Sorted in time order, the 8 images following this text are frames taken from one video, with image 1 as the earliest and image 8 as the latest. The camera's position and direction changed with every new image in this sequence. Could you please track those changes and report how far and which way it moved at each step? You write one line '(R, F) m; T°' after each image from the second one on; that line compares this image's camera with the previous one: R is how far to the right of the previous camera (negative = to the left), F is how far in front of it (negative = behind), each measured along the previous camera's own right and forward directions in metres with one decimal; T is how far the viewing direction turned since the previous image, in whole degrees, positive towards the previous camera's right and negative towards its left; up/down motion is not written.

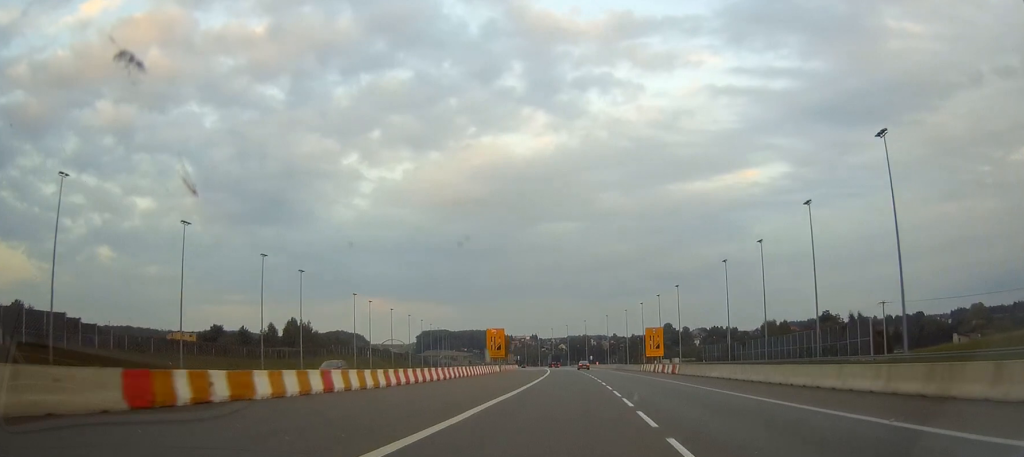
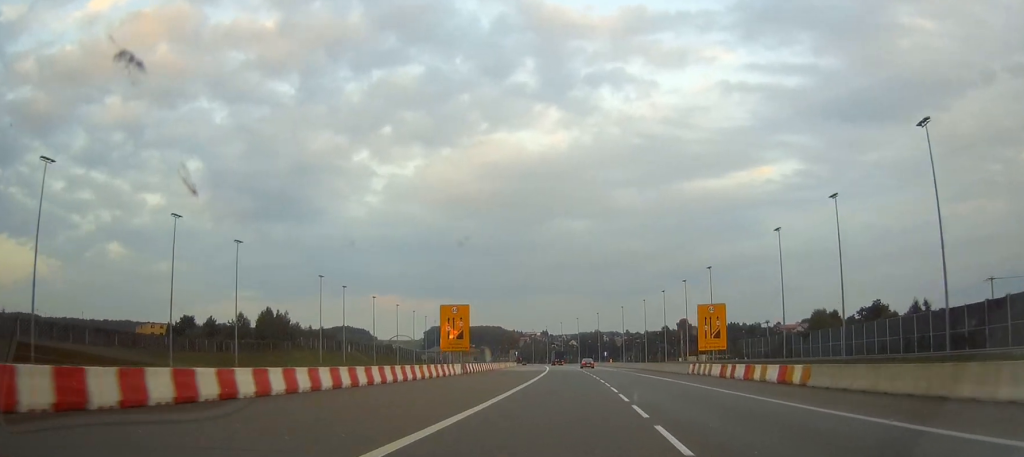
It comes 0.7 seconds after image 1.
(-0.4, +34.3) m; -1°
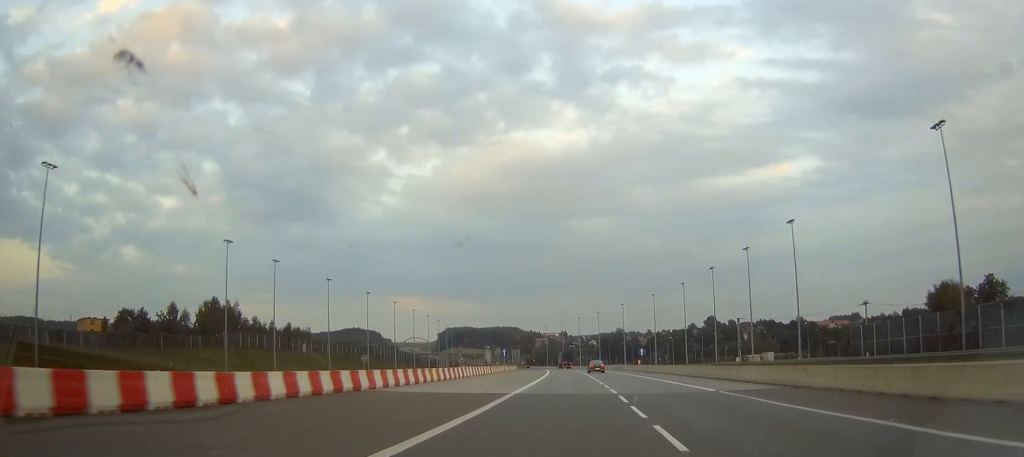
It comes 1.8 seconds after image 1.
(-0.7, +54.0) m; -1°
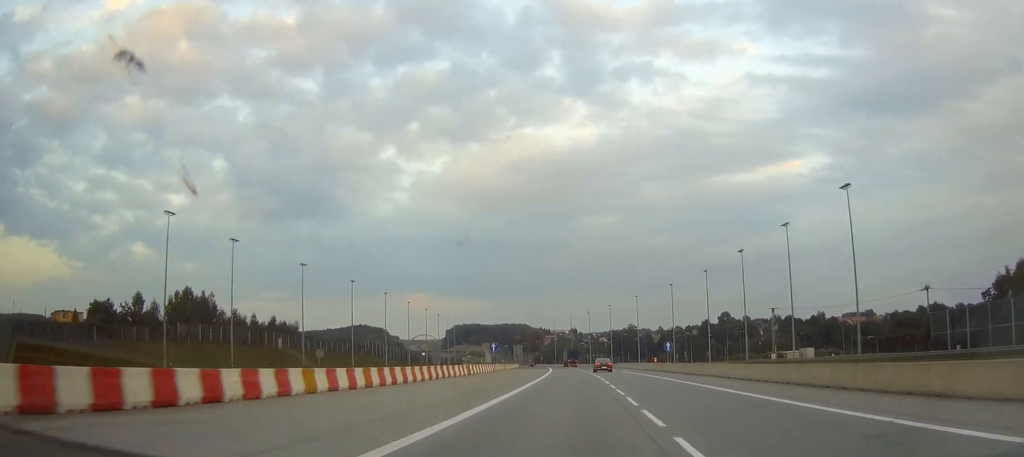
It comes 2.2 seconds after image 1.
(0.0, +21.2) m; -1°
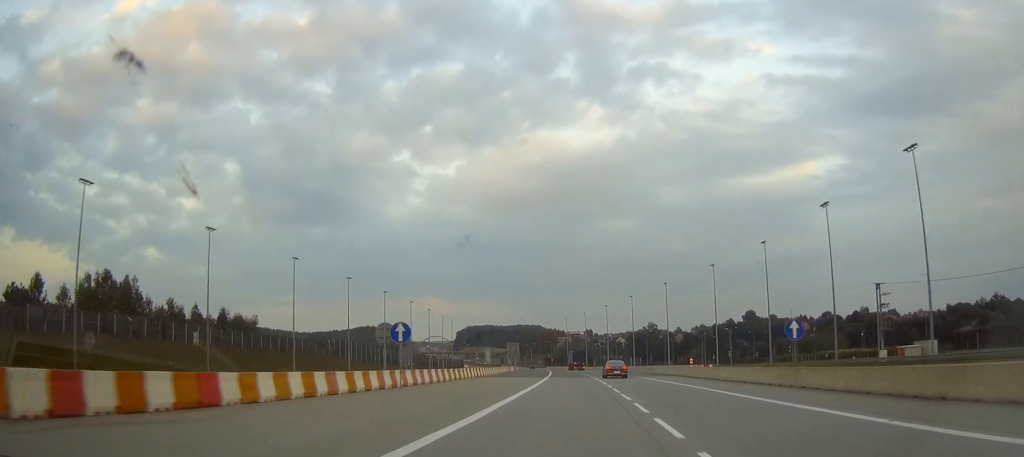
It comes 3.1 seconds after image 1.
(-0.6, +44.0) m; -2°
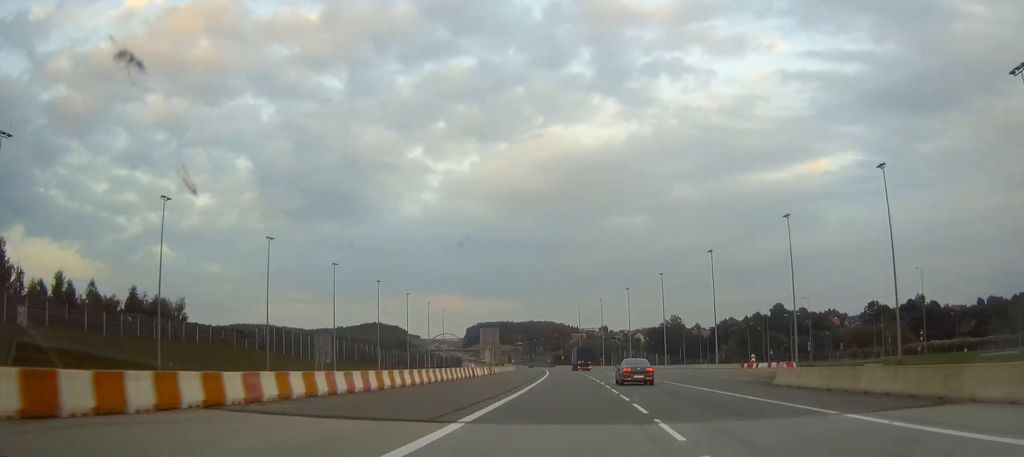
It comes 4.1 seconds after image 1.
(-0.7, +48.9) m; -1°
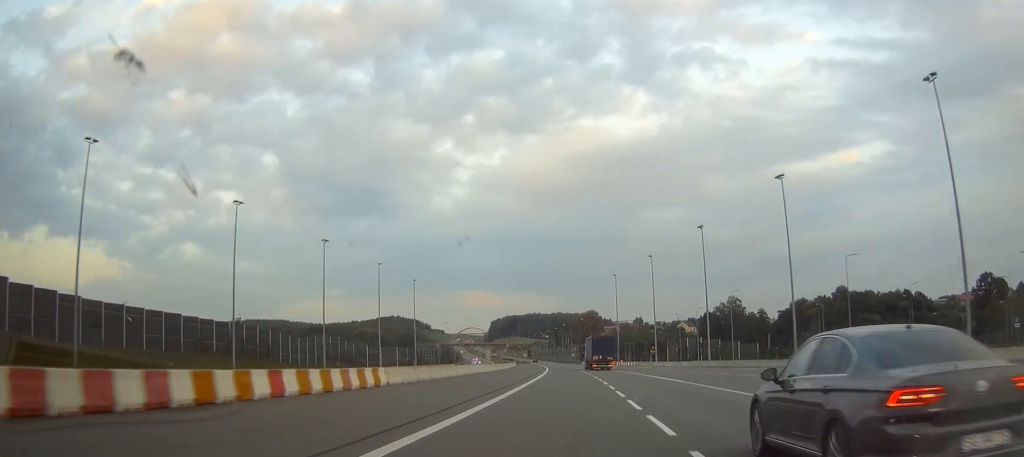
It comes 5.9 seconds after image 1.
(-1.2, +85.0) m; -2°
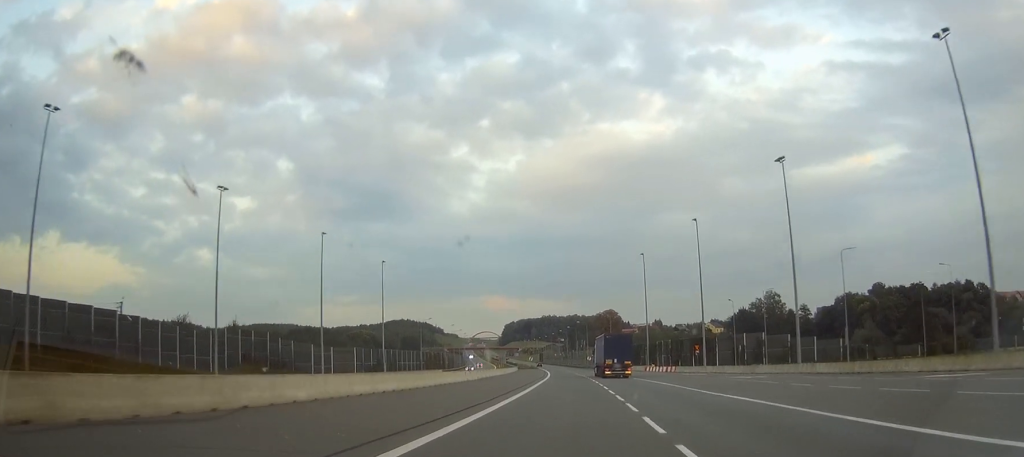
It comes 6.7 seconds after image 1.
(-0.6, +40.9) m; -1°
